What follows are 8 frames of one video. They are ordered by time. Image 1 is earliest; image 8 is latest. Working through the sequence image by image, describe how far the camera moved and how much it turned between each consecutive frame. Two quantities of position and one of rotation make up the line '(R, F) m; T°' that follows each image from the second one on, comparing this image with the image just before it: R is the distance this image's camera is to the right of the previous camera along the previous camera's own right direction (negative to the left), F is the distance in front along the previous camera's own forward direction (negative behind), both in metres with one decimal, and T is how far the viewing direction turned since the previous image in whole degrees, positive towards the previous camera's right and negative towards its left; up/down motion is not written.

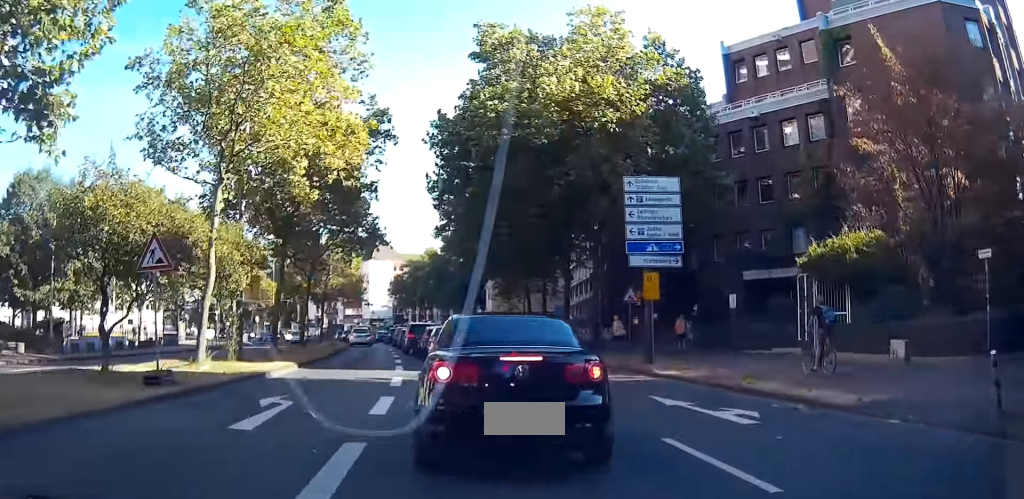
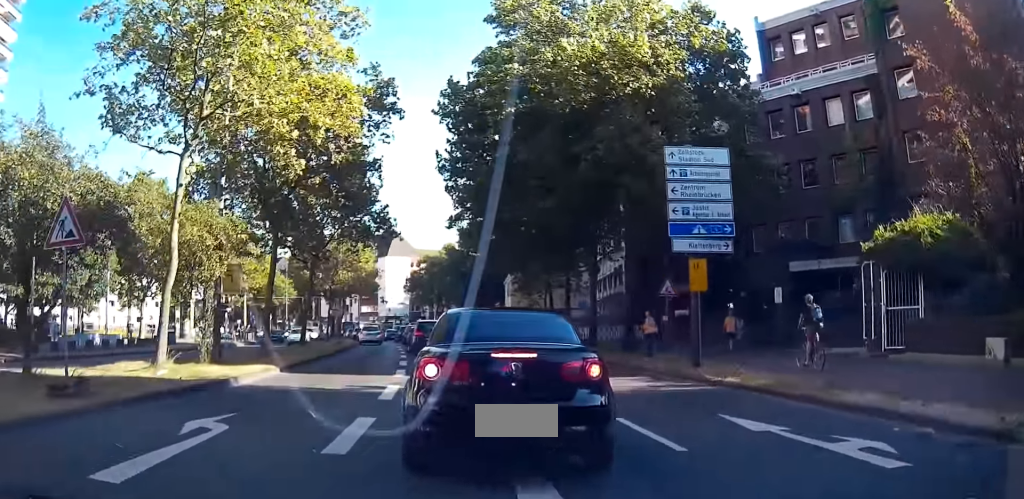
(-0.3, +1.6) m; -6°
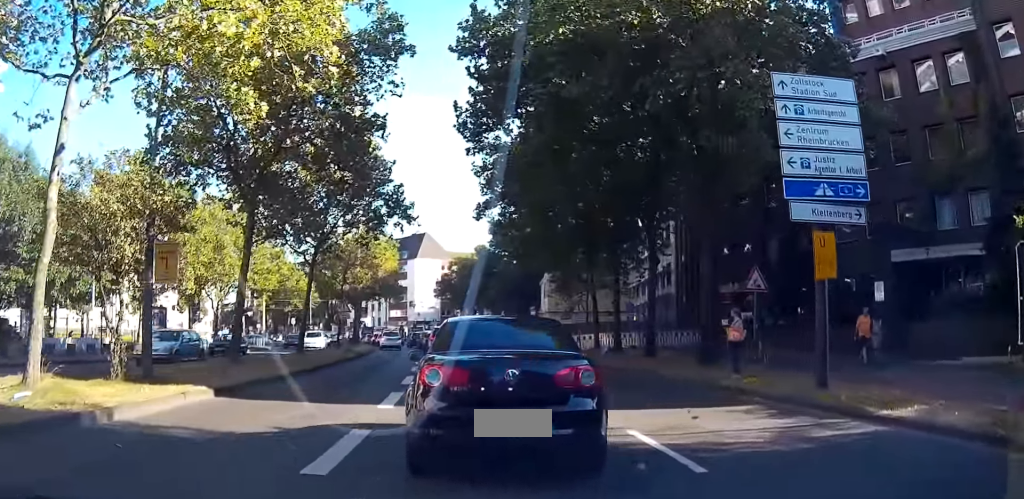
(-0.1, +4.0) m; -2°
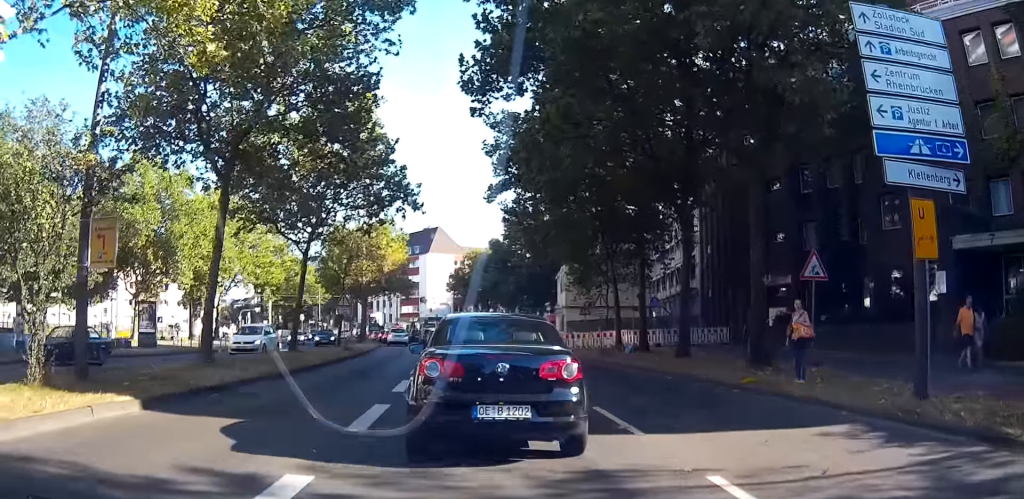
(-0.2, +3.2) m; -4°
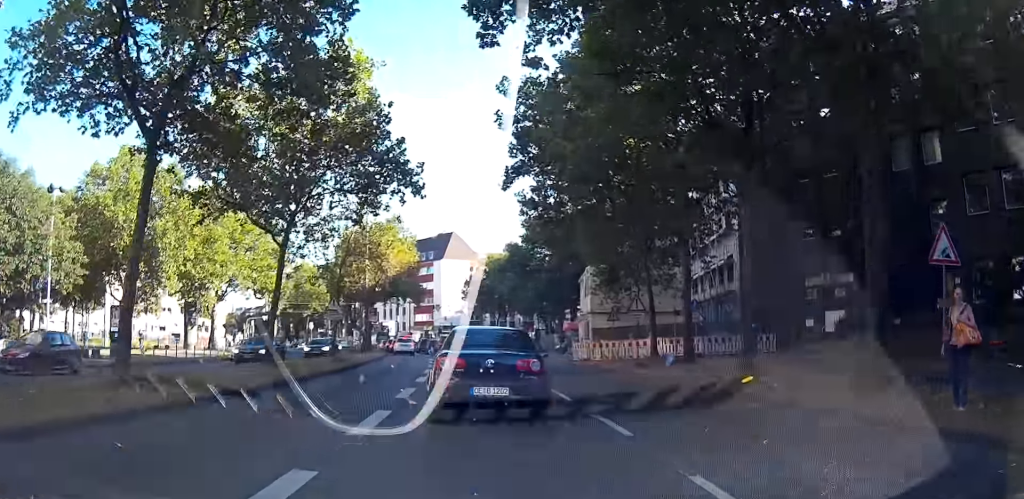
(-0.5, +8.9) m; -8°
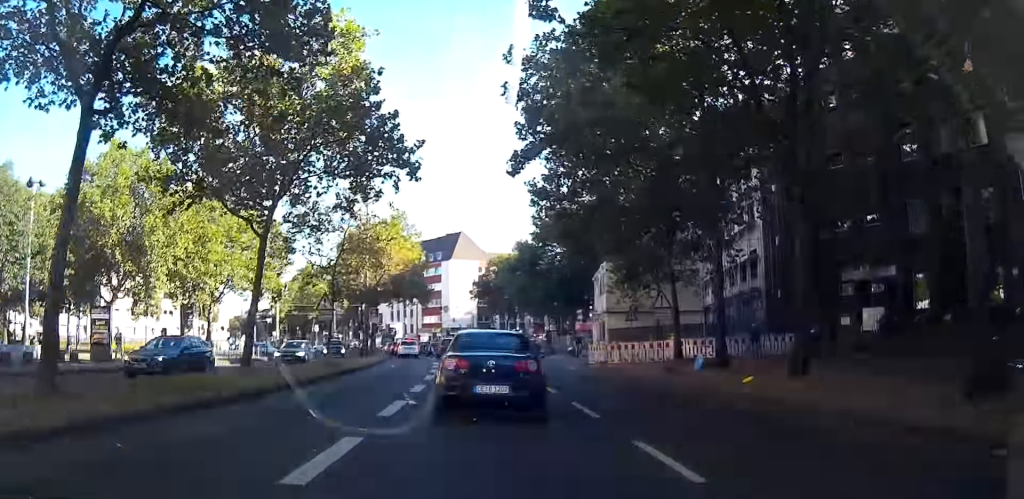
(-0.2, +4.2) m; +1°
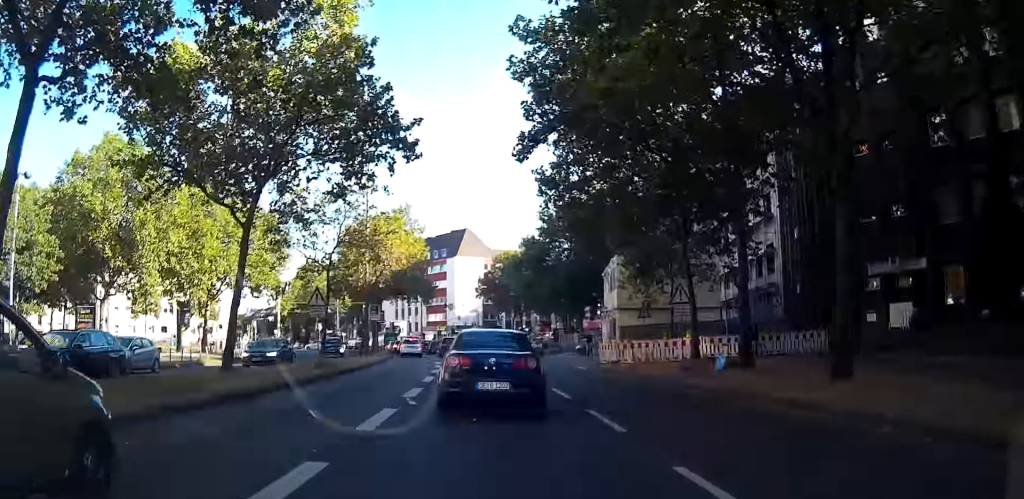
(-0.2, +2.5) m; +1°
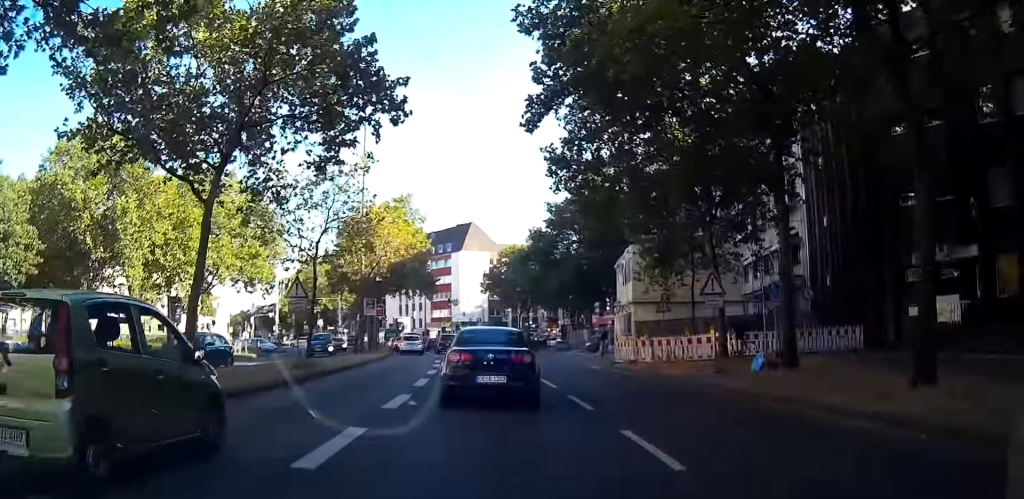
(+0.3, +4.2) m; +5°
